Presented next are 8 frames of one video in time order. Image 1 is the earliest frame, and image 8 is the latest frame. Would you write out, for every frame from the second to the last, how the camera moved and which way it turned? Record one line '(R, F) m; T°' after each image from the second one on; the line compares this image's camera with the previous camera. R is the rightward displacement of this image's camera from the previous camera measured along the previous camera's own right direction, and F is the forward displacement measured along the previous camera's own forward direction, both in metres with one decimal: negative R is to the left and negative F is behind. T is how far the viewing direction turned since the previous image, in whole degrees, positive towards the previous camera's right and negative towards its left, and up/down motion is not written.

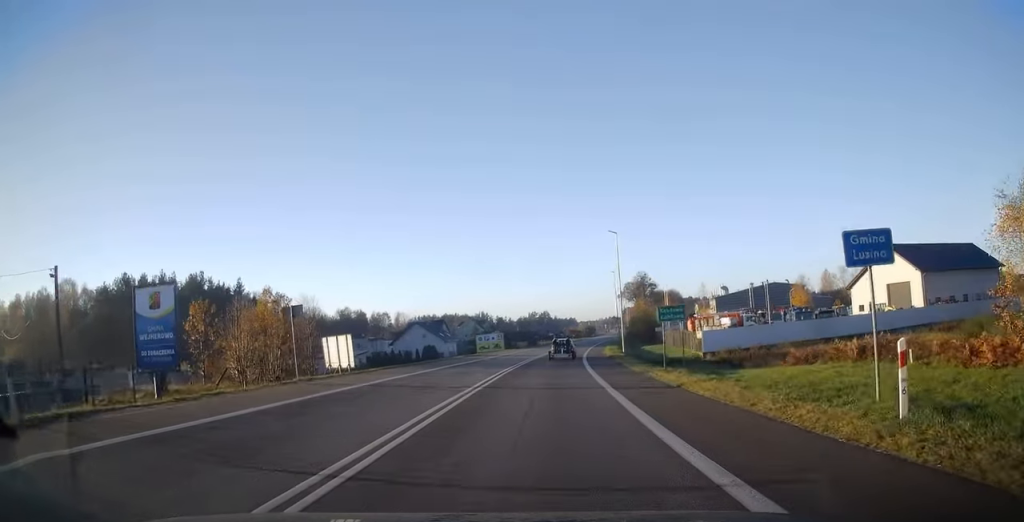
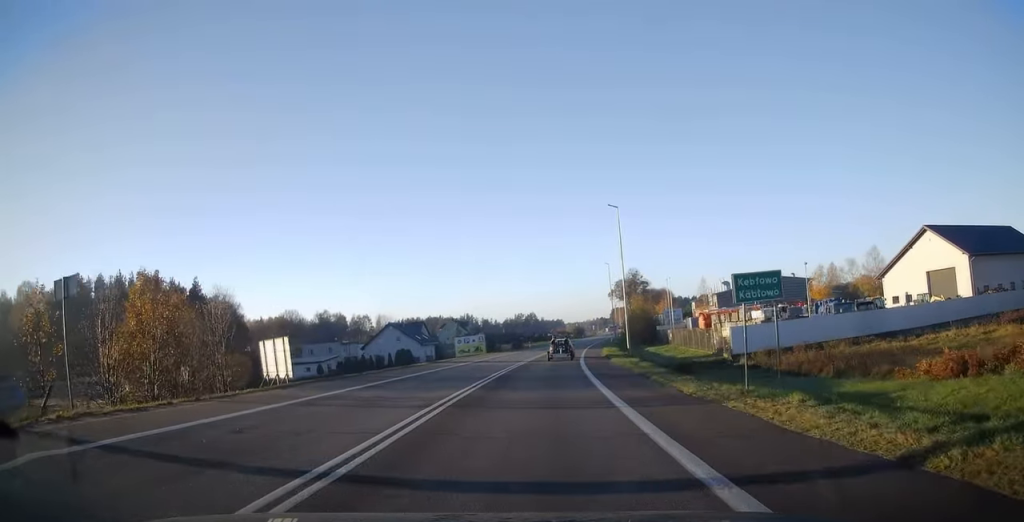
(+0.1, +11.4) m; +1°
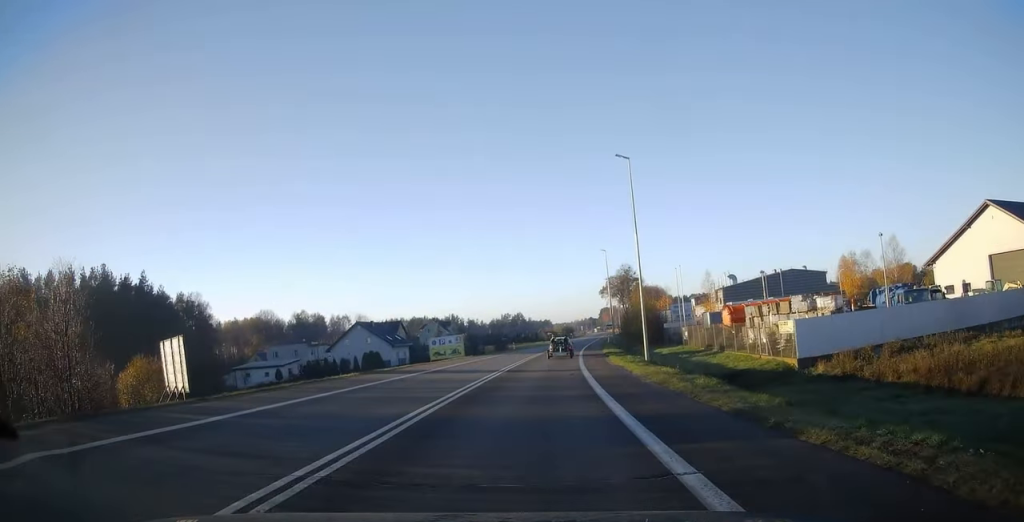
(+0.1, +12.6) m; +1°
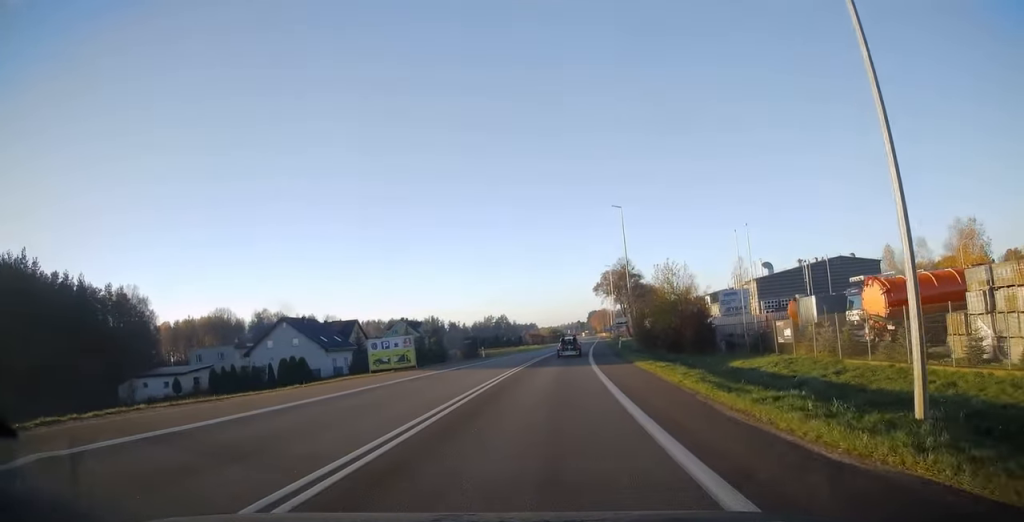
(+0.4, +25.3) m; +2°
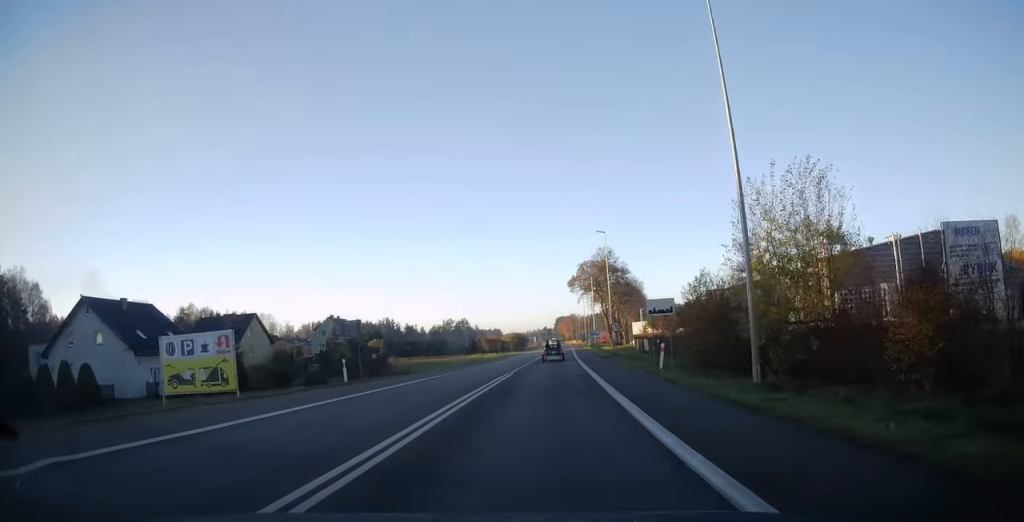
(+0.7, +32.7) m; +3°
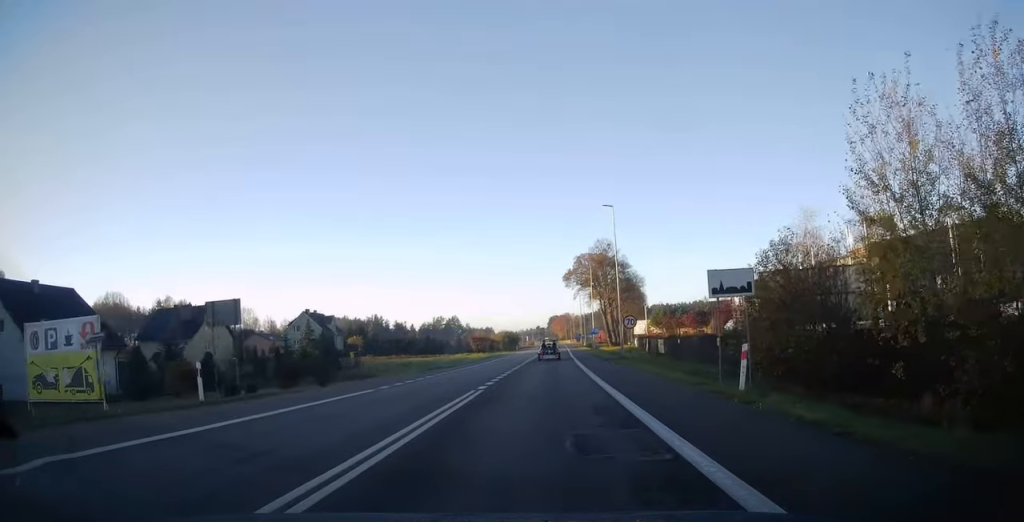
(+0.1, +10.8) m; +1°
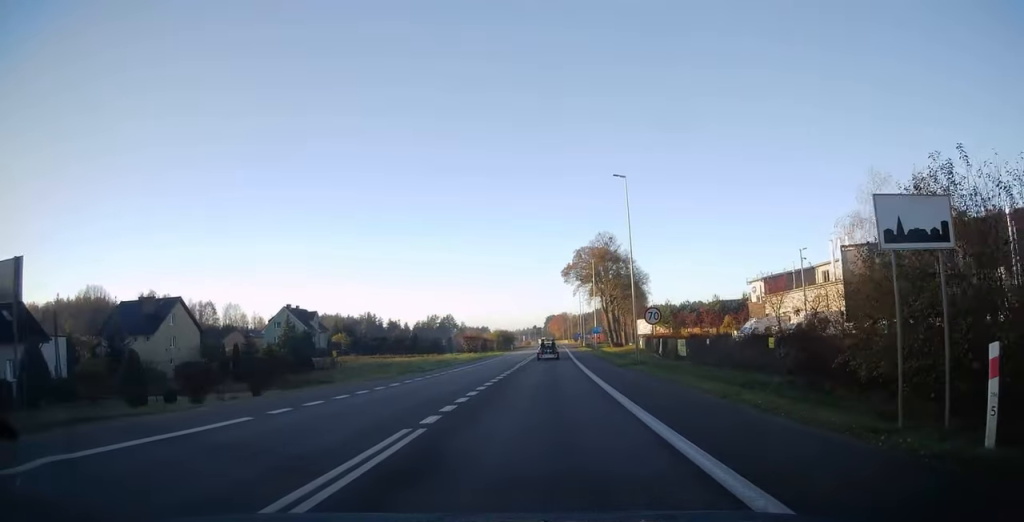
(+0.1, +8.4) m; 0°
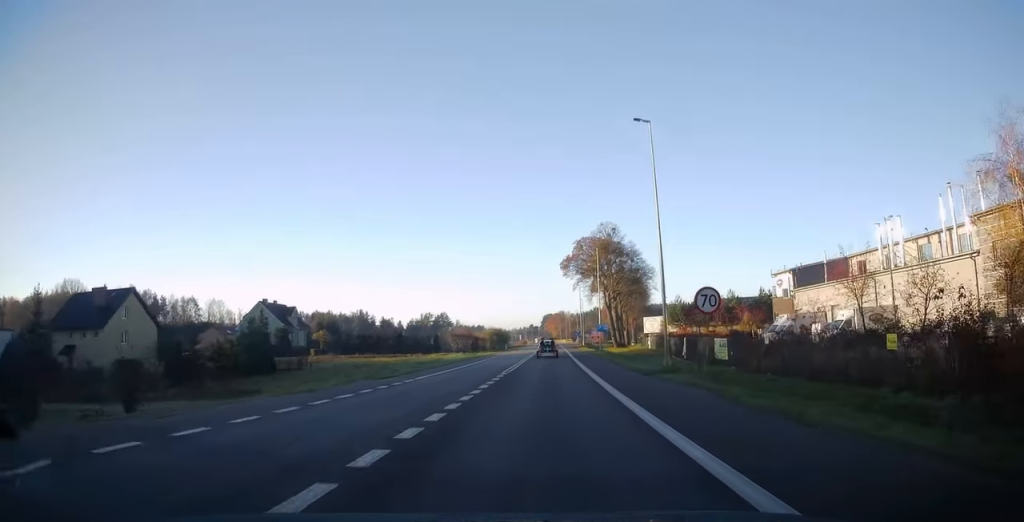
(0.0, +9.6) m; 0°
